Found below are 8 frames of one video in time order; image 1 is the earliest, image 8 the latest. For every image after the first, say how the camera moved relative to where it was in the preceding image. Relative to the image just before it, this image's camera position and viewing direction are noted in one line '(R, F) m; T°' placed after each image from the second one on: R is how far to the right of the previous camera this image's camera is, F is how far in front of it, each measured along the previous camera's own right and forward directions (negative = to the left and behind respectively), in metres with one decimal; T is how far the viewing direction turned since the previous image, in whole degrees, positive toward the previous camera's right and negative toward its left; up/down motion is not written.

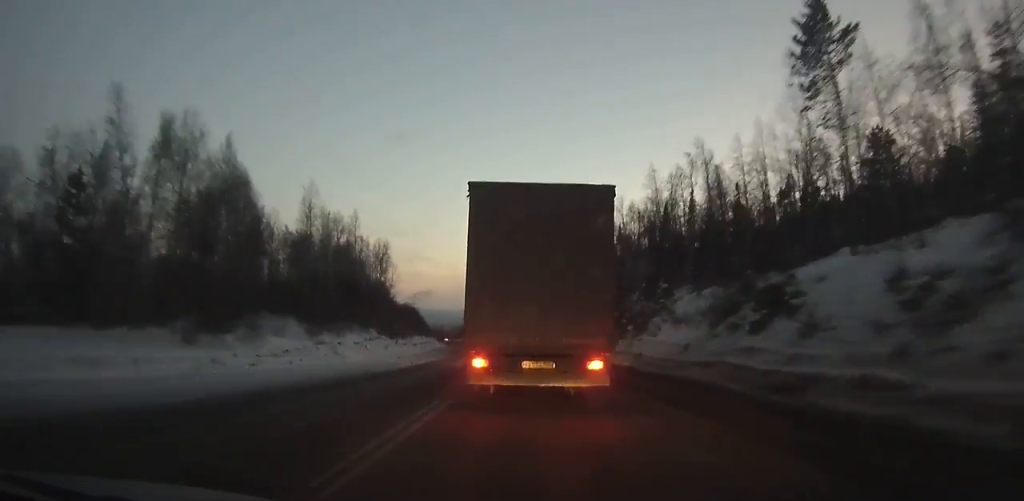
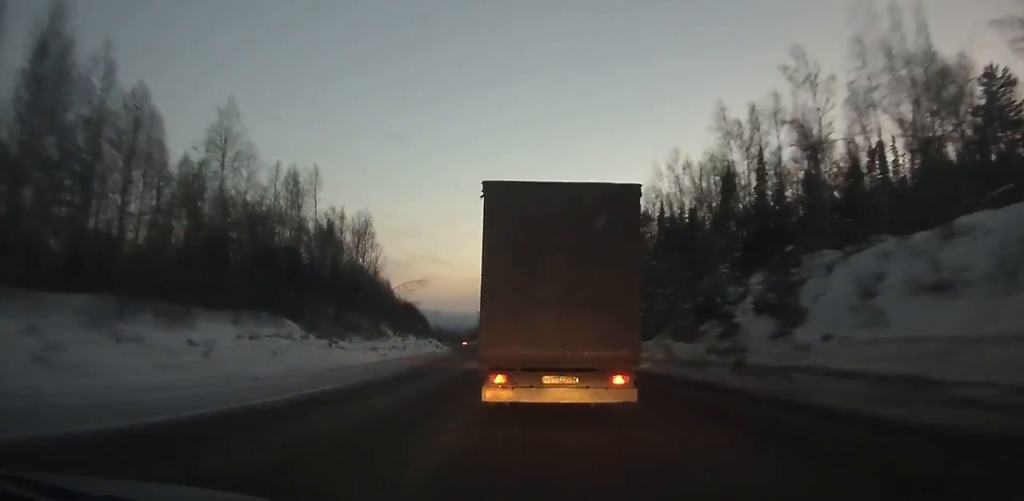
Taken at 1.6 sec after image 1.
(-1.2, +28.7) m; -2°
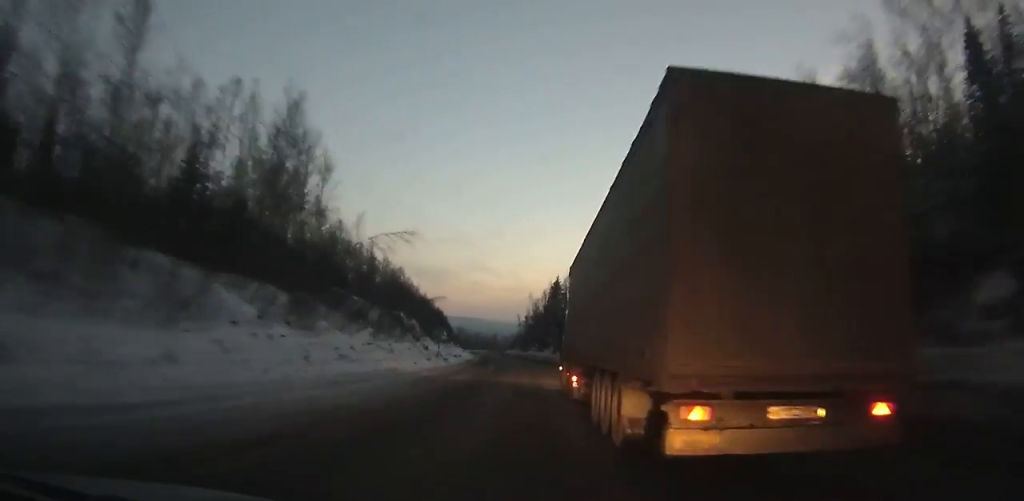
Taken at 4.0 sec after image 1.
(-1.1, +45.7) m; -2°
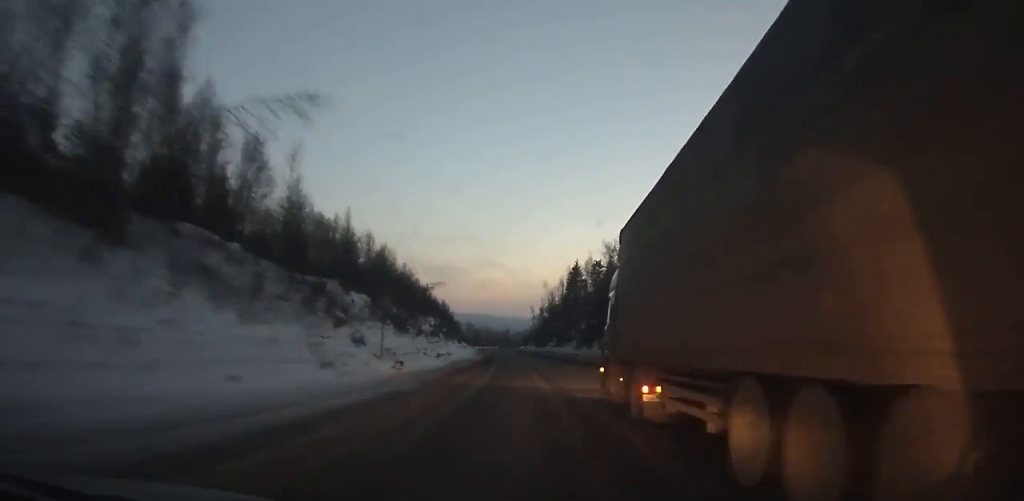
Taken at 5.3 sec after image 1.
(-0.1, +26.7) m; -1°
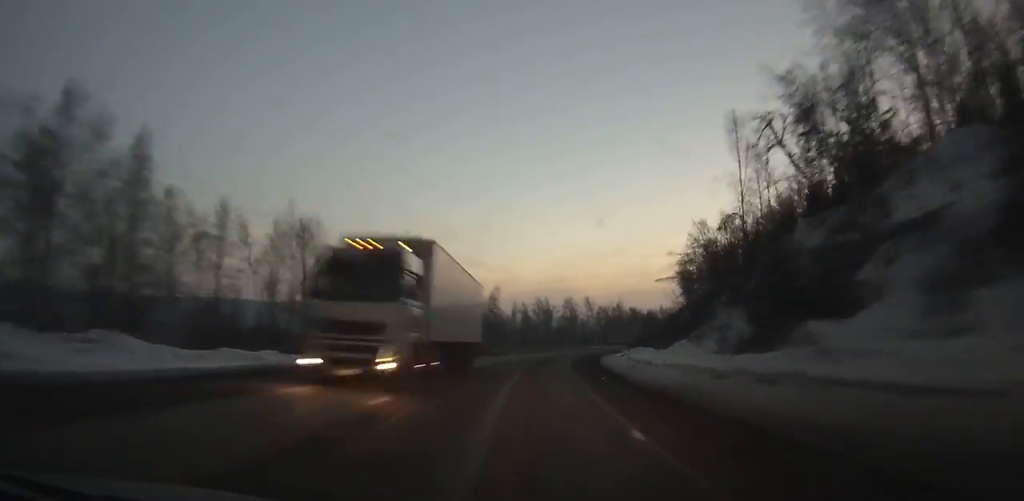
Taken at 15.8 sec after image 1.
(-0.3, +235.7) m; +7°
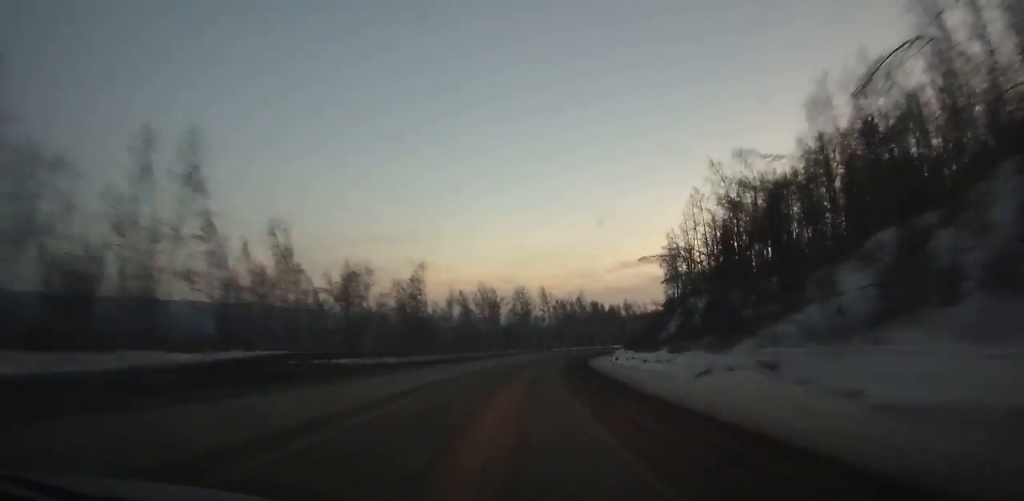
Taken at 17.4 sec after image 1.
(+1.1, +34.1) m; +5°
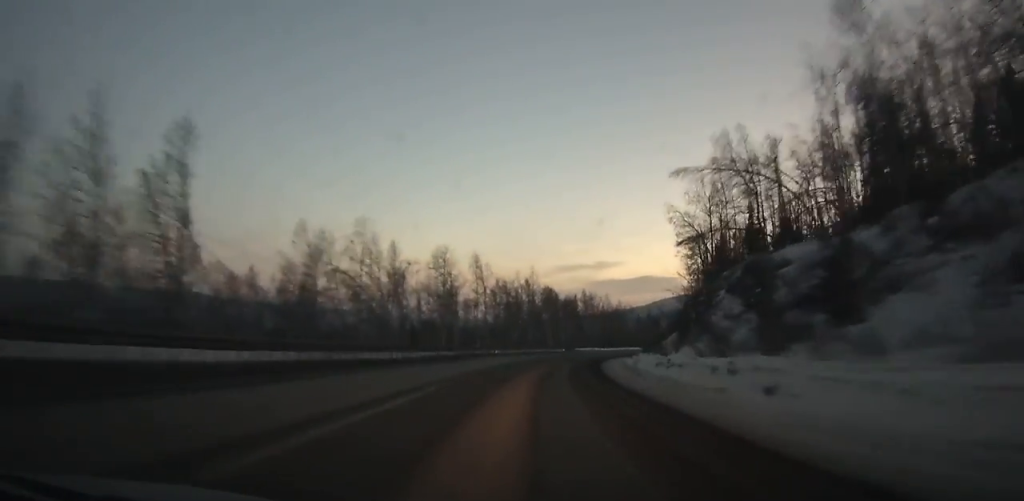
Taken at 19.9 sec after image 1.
(+4.1, +50.3) m; +8°
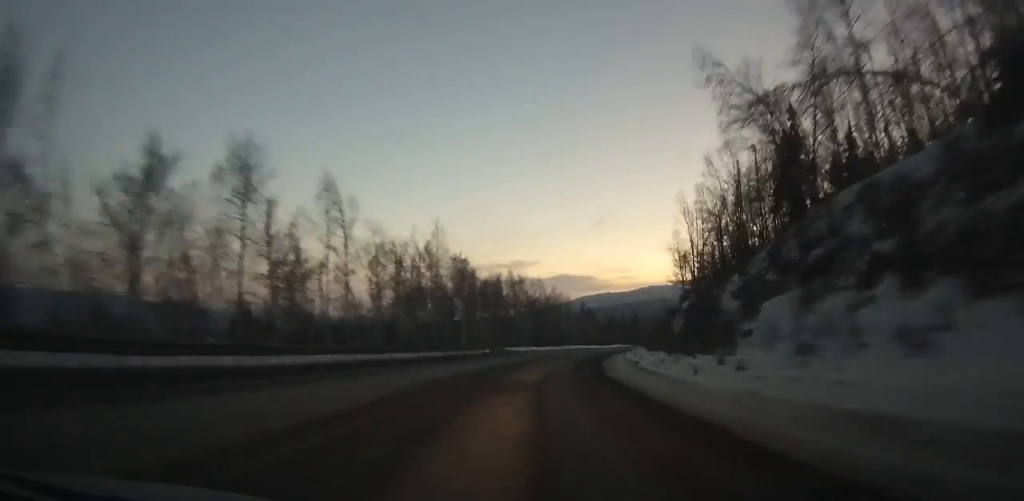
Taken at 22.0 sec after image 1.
(+2.5, +40.6) m; +6°
